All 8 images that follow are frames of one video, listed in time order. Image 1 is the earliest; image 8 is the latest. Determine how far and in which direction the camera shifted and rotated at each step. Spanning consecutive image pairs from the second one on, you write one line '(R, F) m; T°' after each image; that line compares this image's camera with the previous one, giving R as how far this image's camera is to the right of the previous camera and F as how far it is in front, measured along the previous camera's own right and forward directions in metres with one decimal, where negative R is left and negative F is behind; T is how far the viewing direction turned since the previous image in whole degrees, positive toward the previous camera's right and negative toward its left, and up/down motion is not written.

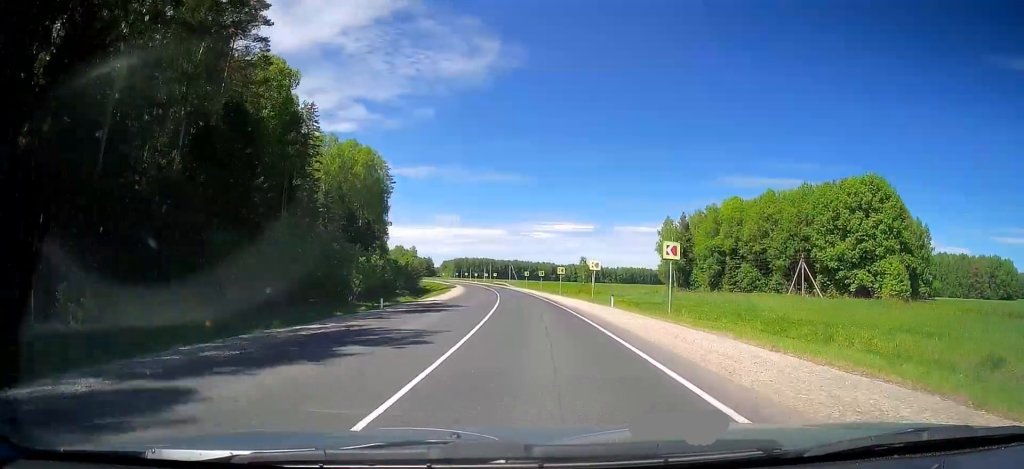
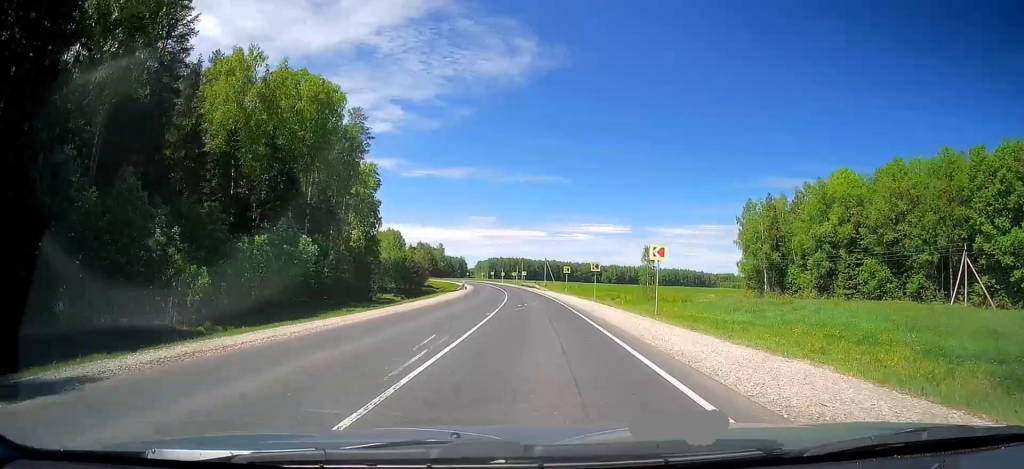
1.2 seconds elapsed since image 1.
(-1.2, +38.1) m; -4°
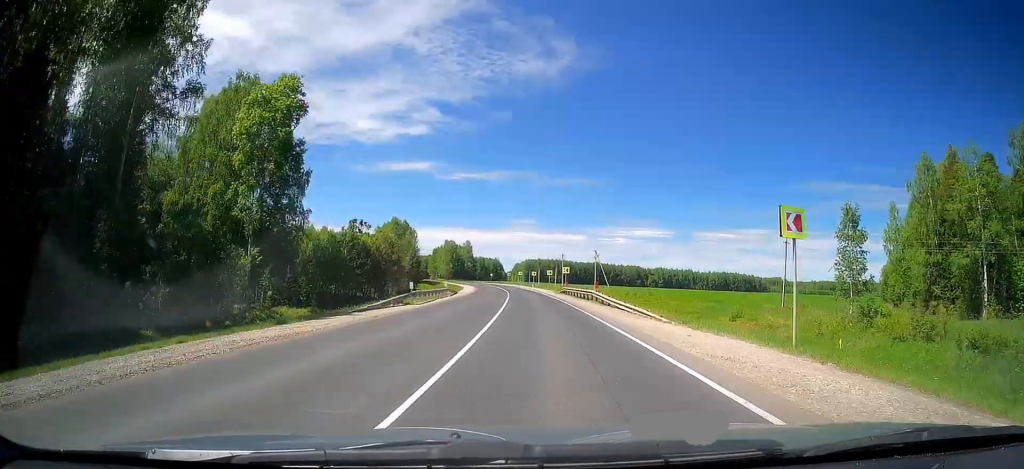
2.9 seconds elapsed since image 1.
(-2.0, +51.6) m; -4°
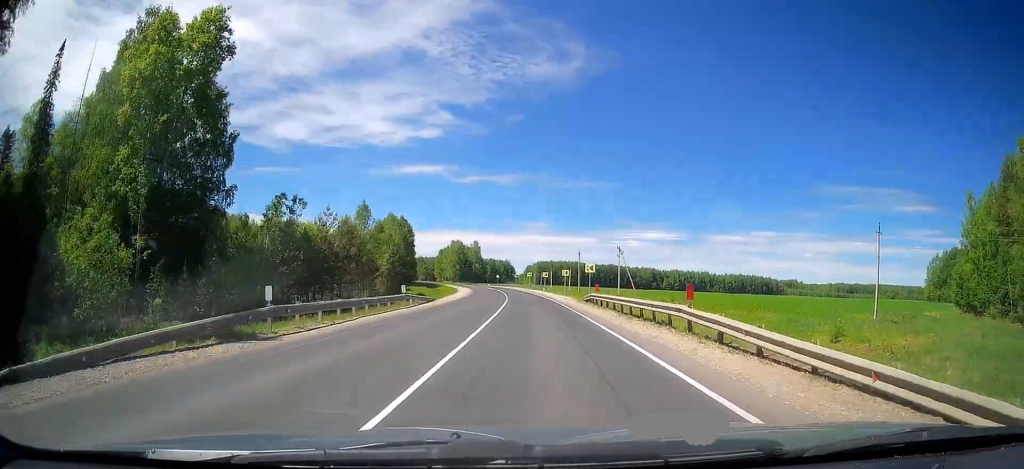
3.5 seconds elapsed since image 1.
(-0.3, +19.5) m; -2°
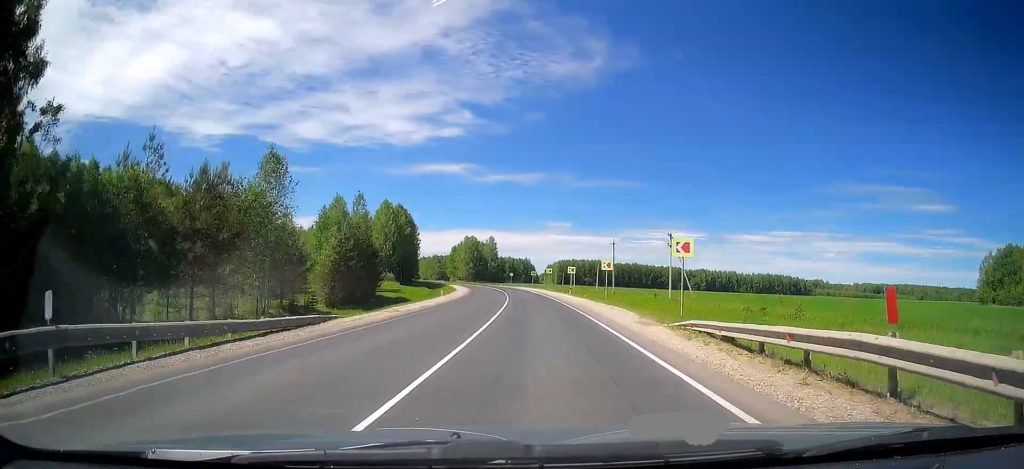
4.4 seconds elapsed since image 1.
(-0.7, +26.5) m; -2°
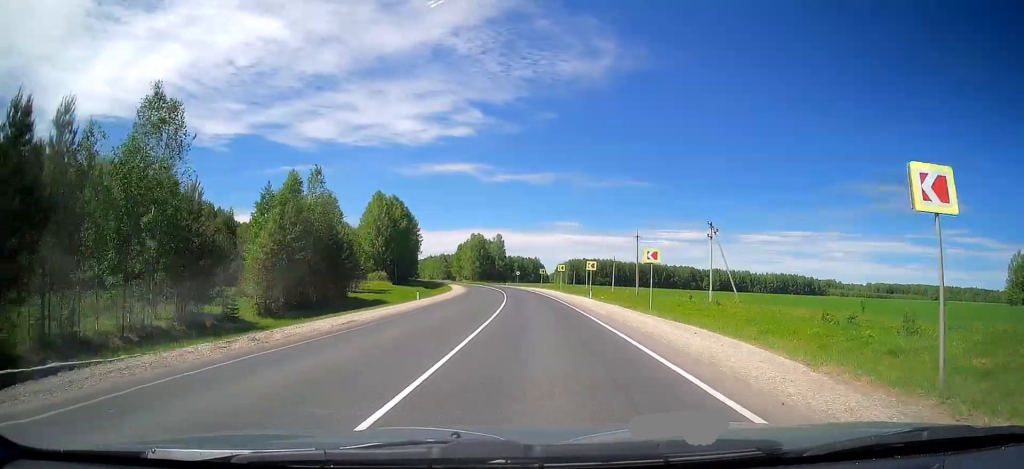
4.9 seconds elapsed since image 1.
(-0.3, +14.3) m; -1°
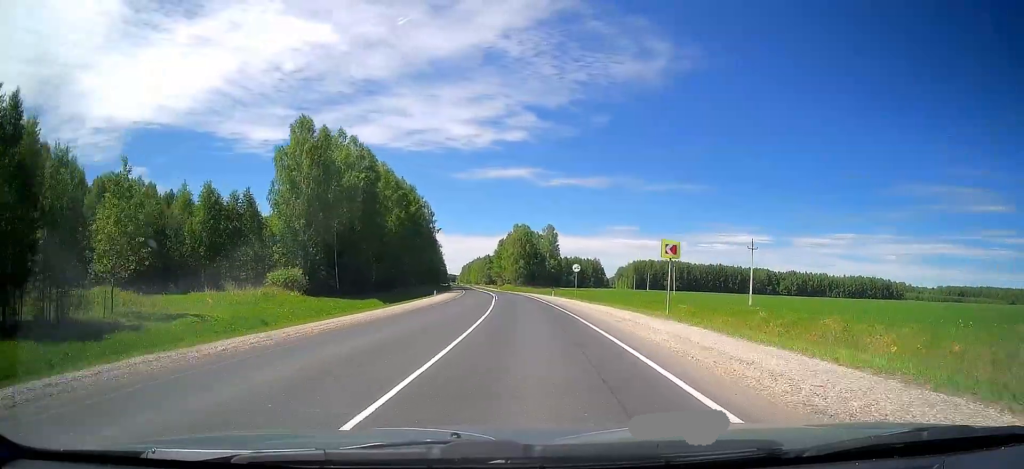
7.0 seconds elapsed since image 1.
(-2.4, +64.1) m; -6°
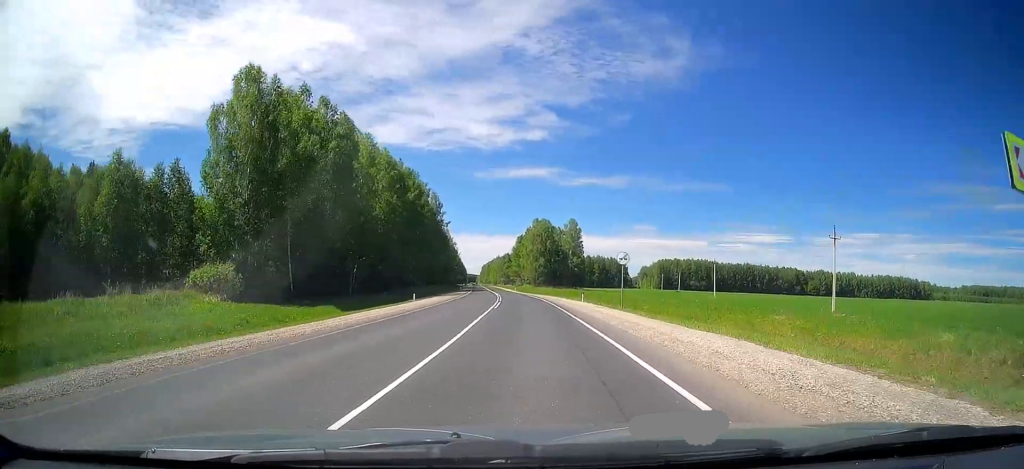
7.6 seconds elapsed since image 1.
(-0.2, +17.8) m; -2°
